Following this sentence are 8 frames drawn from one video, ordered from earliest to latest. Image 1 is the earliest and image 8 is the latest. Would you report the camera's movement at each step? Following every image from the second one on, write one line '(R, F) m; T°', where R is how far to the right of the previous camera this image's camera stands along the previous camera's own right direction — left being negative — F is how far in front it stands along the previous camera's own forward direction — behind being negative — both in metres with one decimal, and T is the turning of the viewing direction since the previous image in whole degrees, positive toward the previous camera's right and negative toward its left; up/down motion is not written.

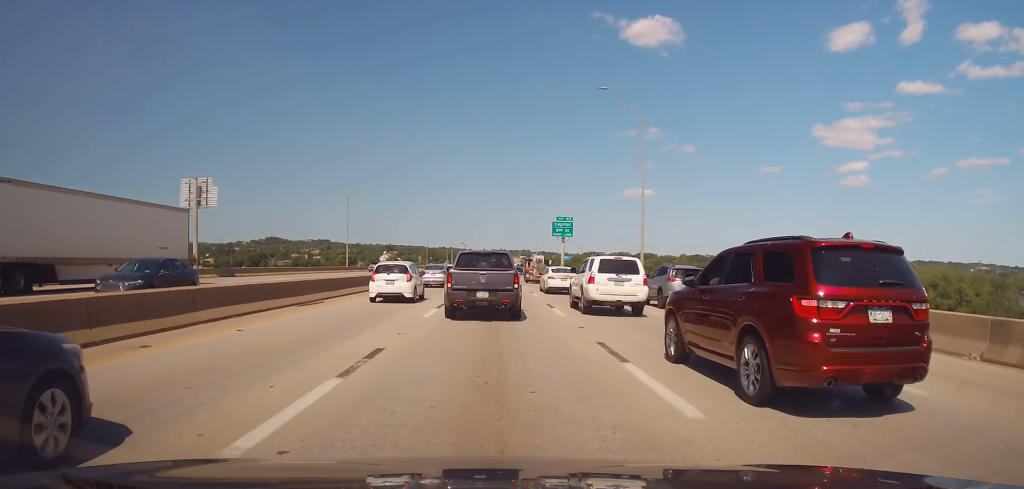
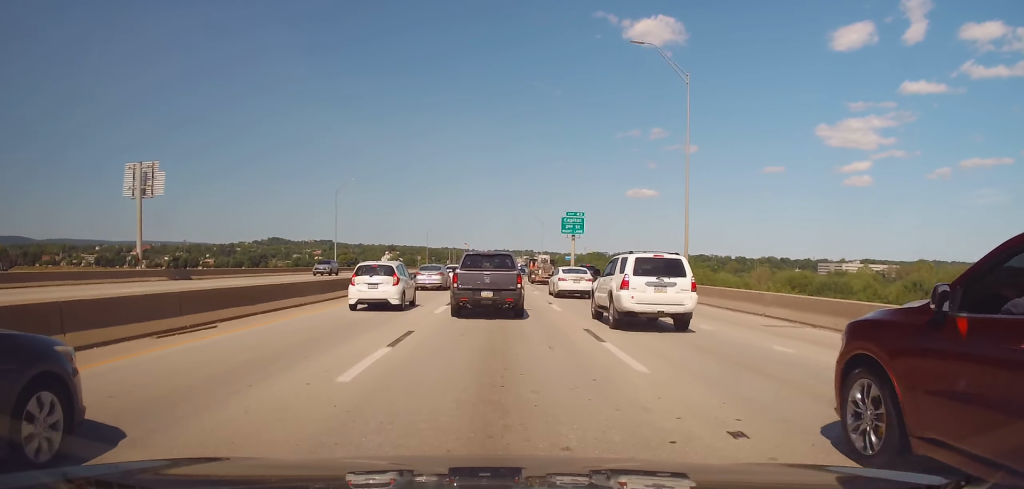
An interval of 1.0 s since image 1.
(-0.1, +9.5) m; 0°
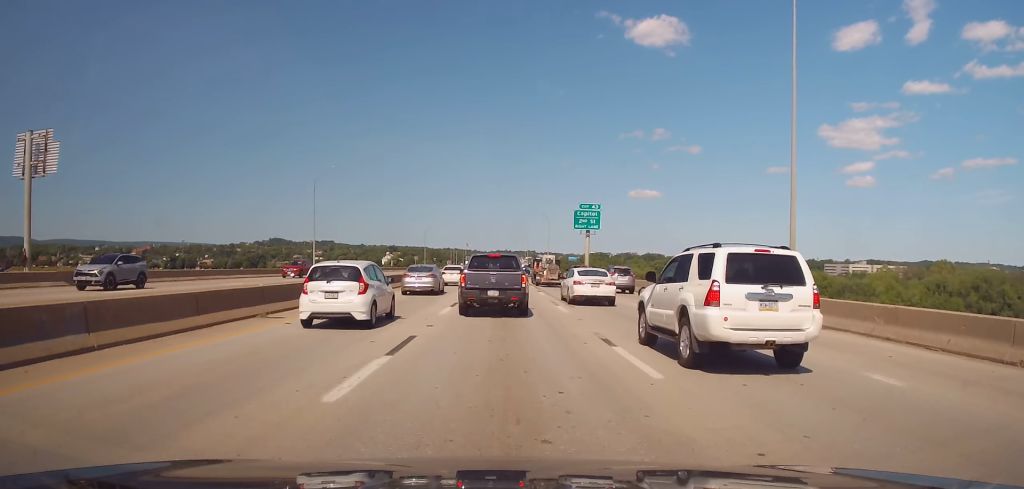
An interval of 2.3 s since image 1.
(+0.1, +12.6) m; +1°
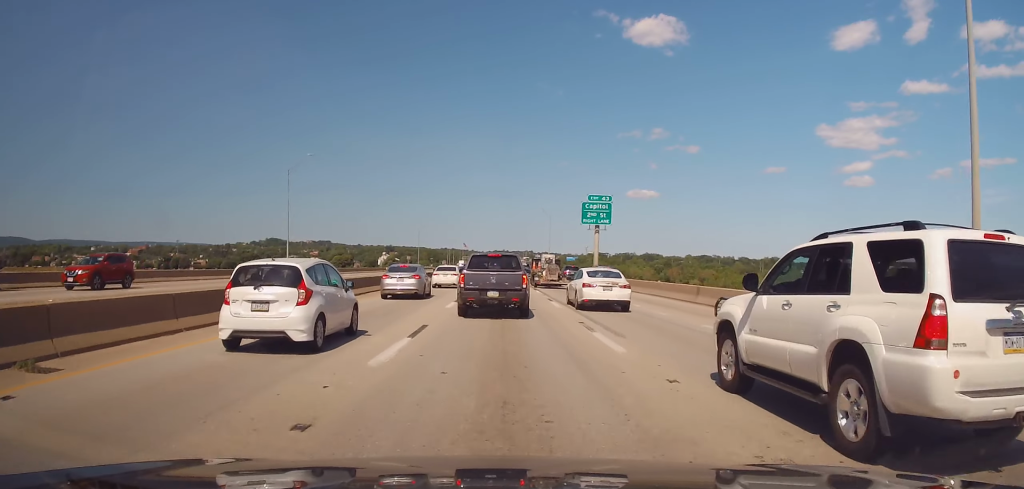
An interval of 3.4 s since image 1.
(0.0, +9.7) m; 0°
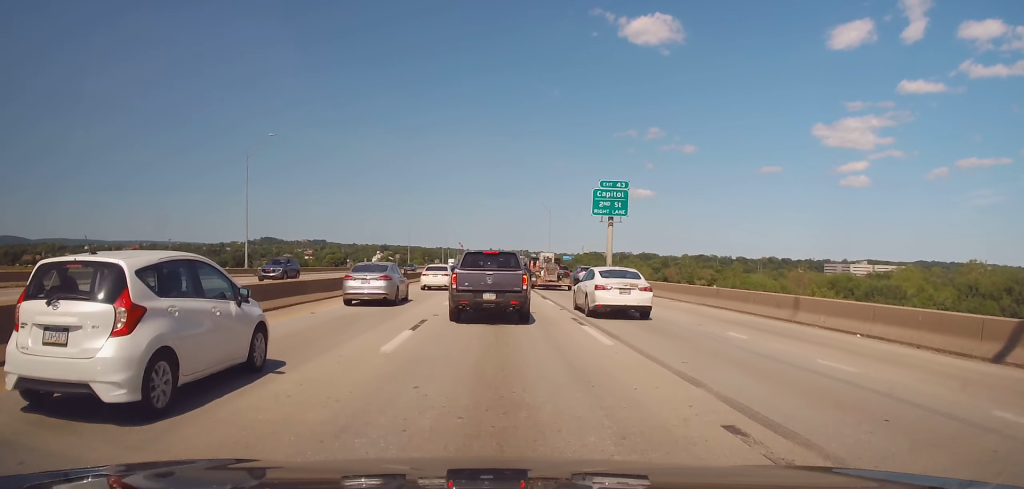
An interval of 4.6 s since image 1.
(0.0, +10.9) m; 0°
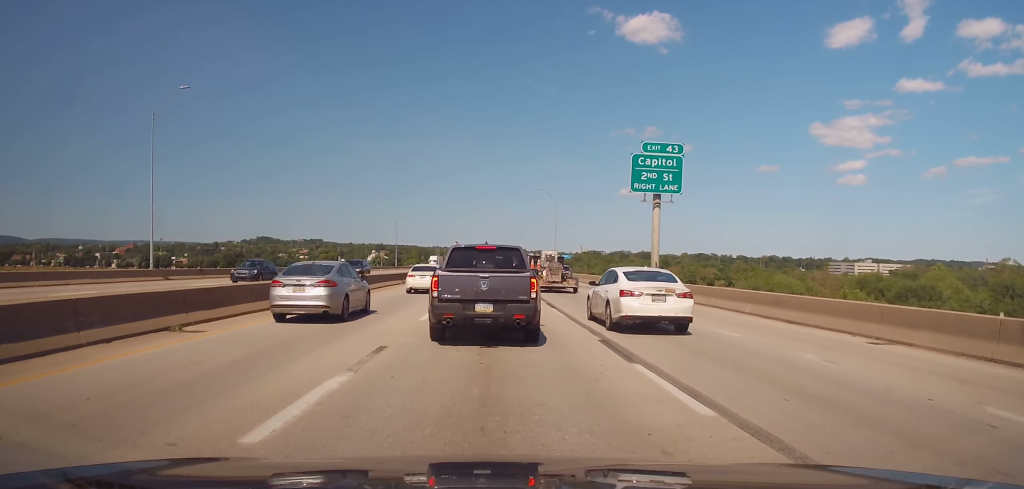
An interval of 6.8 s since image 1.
(-0.1, +17.8) m; -1°
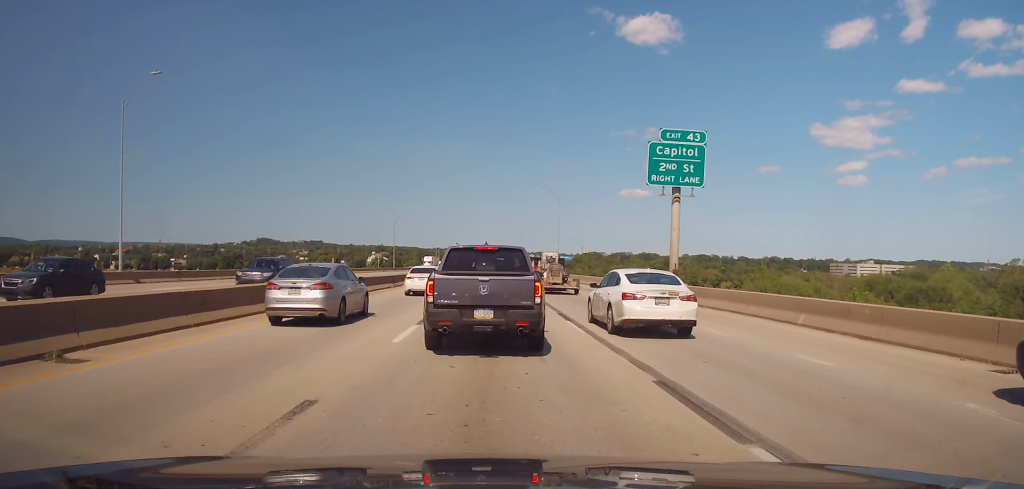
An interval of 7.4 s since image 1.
(0.0, +4.5) m; 0°
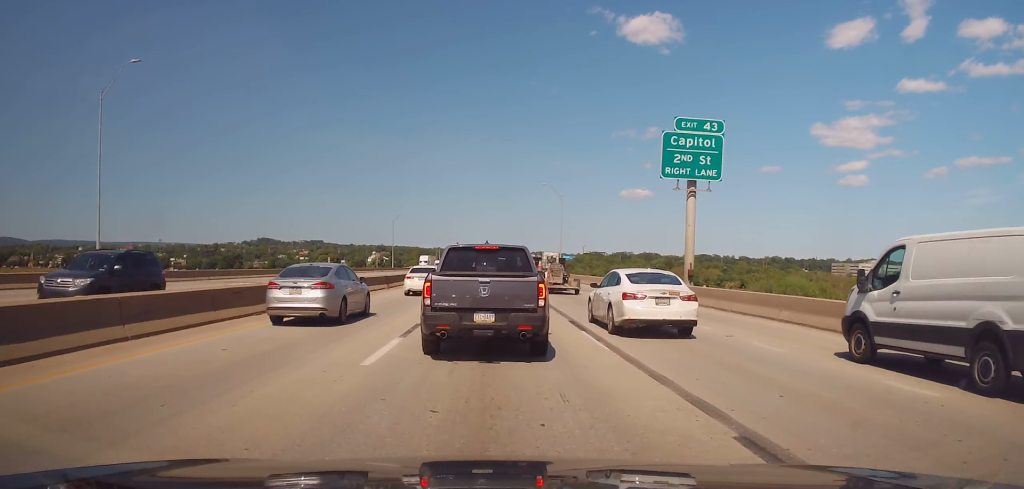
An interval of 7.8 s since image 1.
(0.0, +2.8) m; 0°
